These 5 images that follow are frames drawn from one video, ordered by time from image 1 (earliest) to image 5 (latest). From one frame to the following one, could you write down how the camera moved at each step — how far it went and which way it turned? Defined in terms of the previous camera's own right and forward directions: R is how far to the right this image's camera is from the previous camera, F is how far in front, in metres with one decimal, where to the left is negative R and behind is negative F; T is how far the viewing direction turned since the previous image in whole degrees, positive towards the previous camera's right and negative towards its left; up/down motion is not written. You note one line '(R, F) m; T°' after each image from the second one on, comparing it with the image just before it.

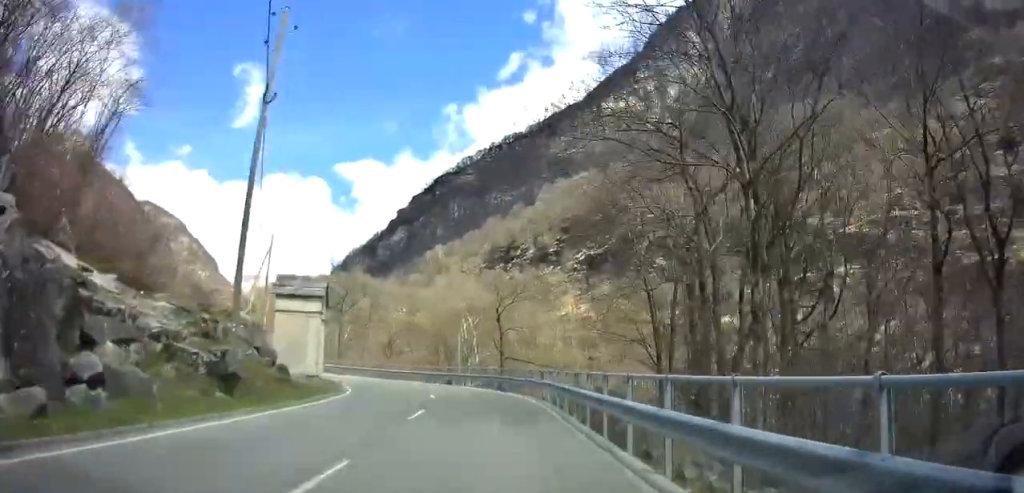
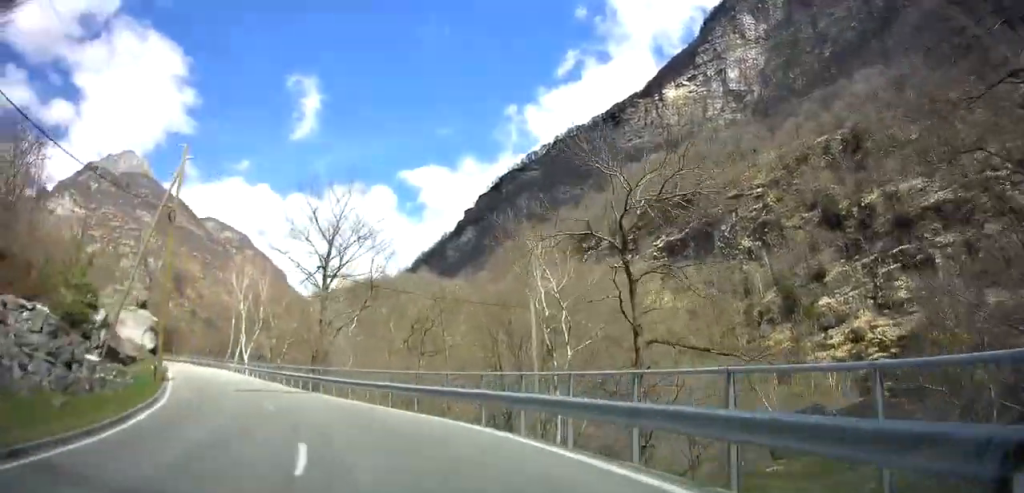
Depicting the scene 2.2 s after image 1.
(-0.1, +24.7) m; -11°
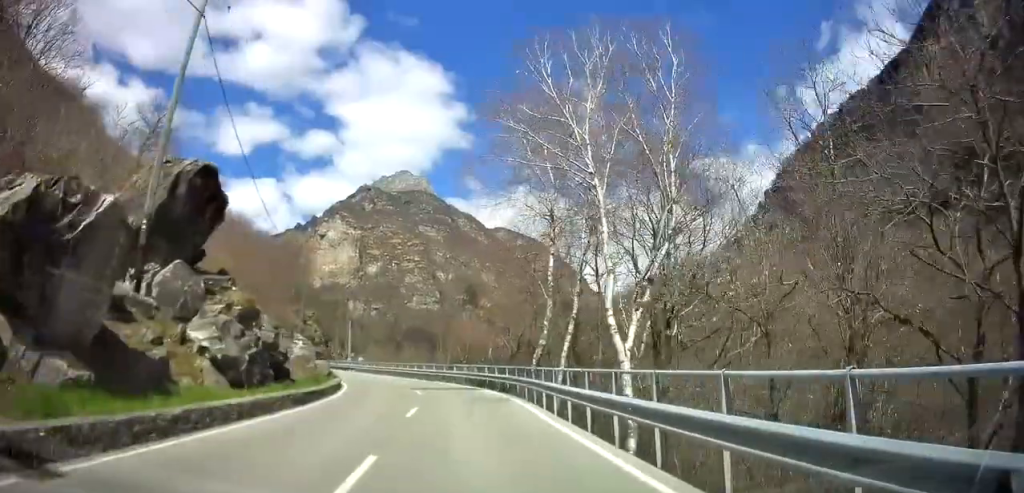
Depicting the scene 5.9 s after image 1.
(-13.5, +43.5) m; -22°
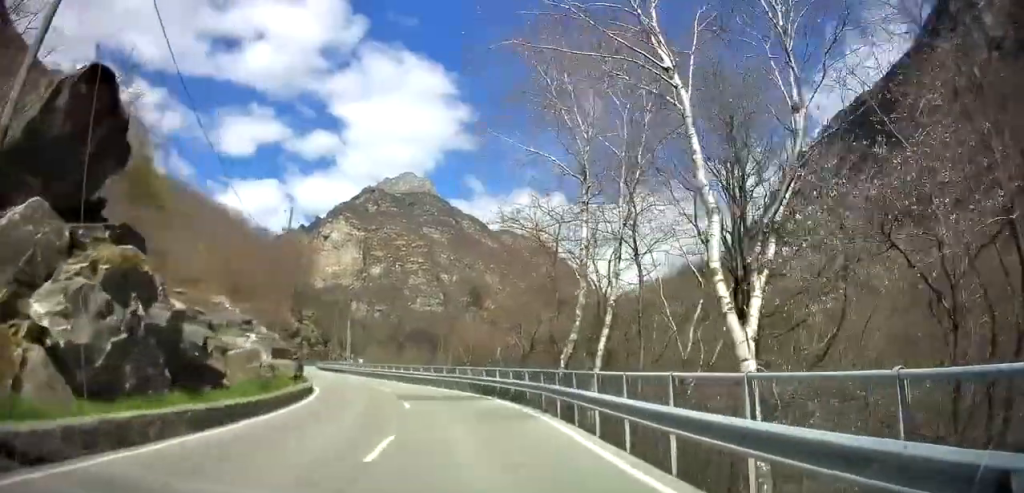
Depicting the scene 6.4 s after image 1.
(0.0, +6.5) m; -1°
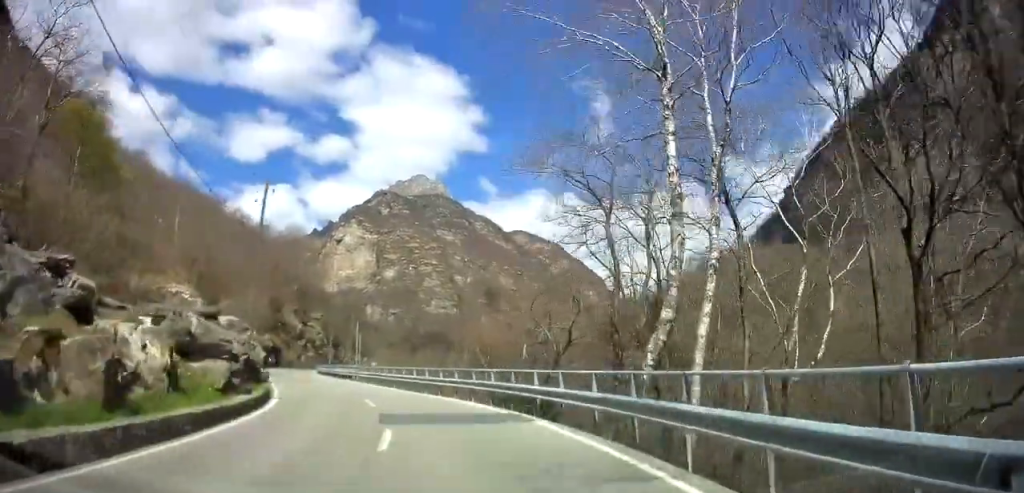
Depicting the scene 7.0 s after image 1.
(-0.2, +8.4) m; -3°
